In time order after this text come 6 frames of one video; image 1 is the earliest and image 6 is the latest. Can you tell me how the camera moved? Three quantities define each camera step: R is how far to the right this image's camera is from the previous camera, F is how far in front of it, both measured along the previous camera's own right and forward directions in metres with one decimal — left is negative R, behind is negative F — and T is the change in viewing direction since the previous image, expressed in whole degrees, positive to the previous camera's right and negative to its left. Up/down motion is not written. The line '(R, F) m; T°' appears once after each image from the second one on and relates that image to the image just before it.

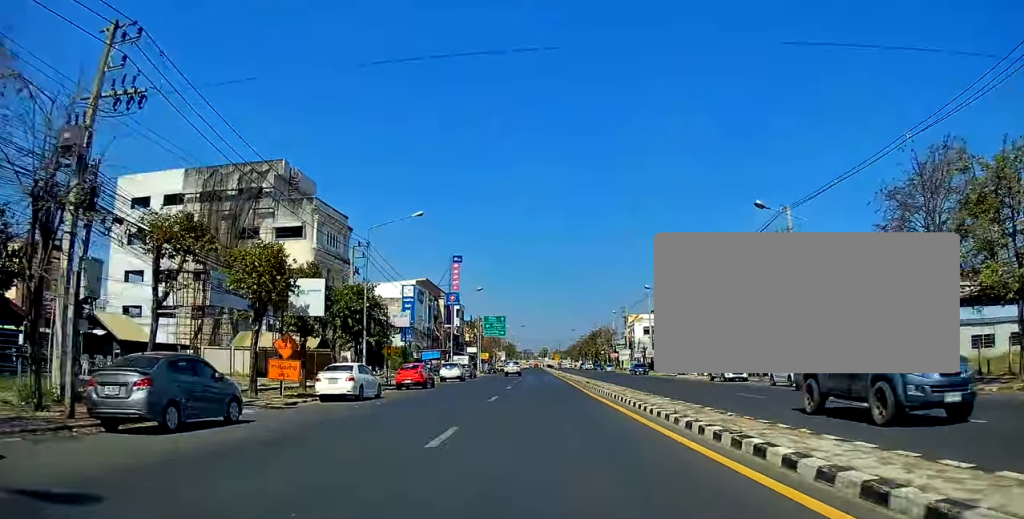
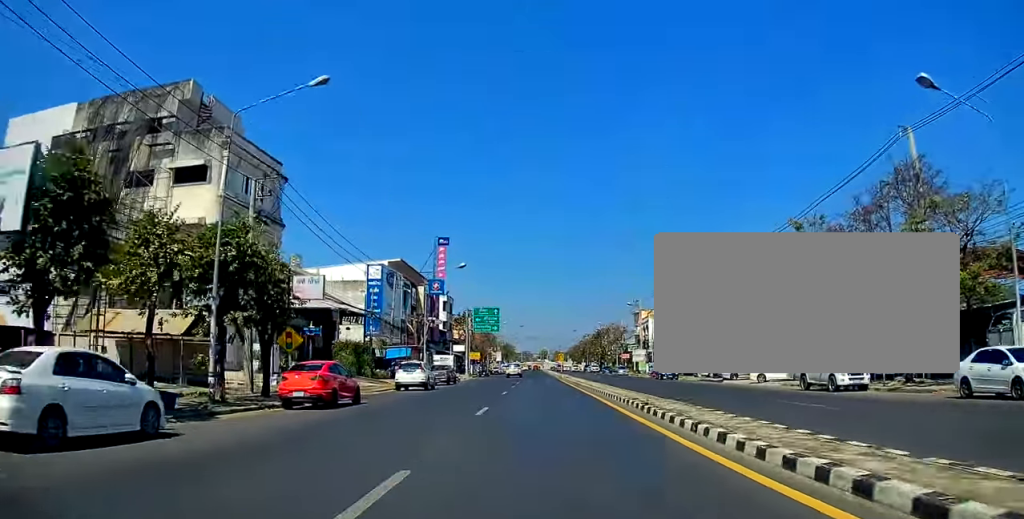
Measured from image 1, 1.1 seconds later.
(-0.1, +17.5) m; 0°
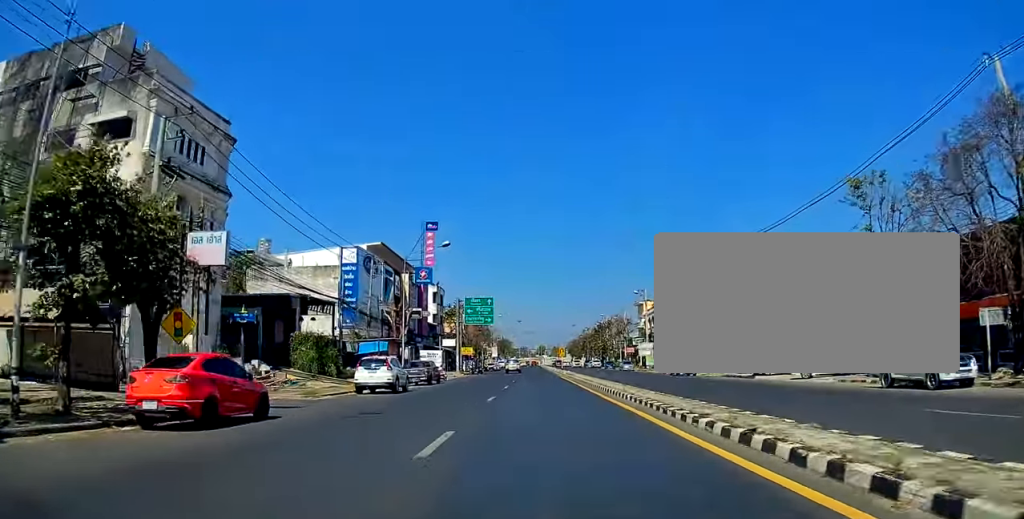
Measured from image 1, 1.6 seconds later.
(0.0, +8.2) m; 0°
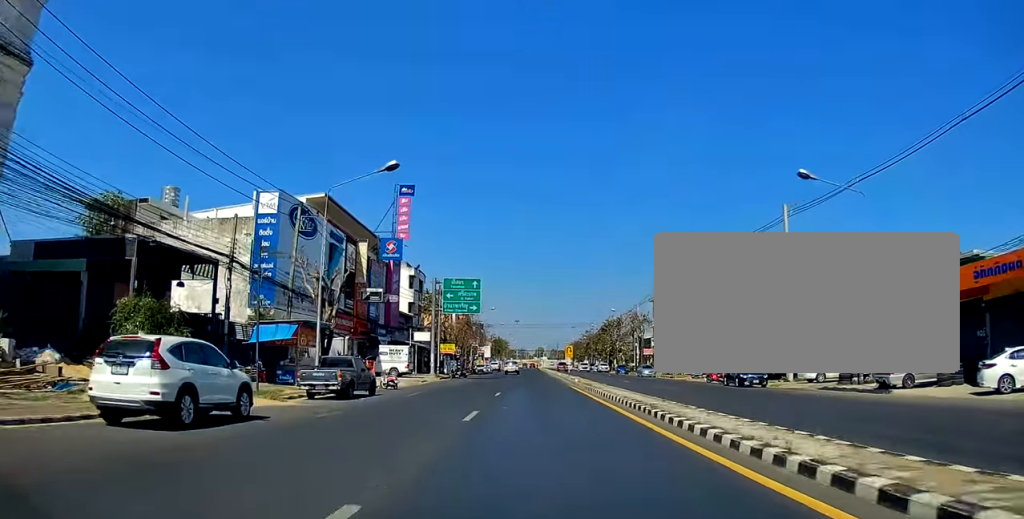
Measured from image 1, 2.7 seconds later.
(-0.1, +18.6) m; -1°
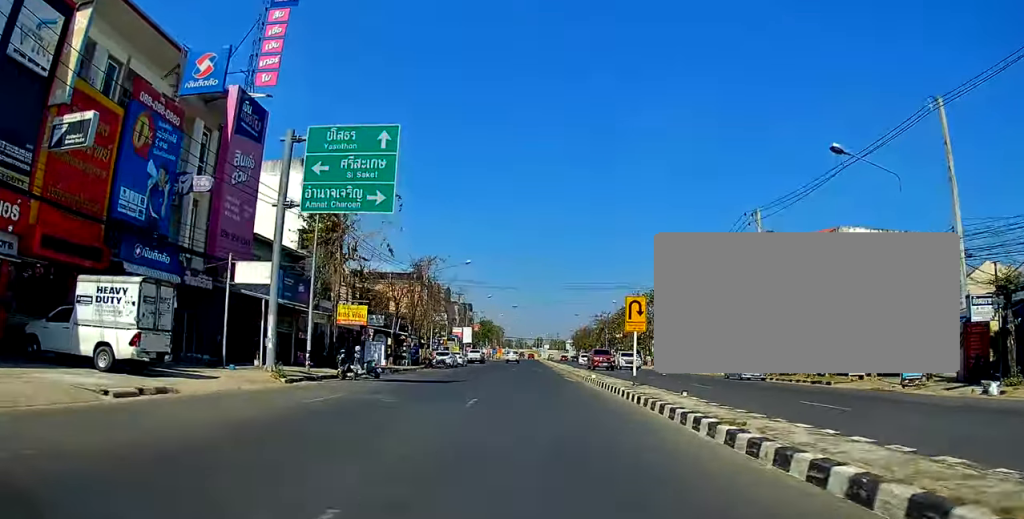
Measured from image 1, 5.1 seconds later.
(+0.7, +37.6) m; +1°
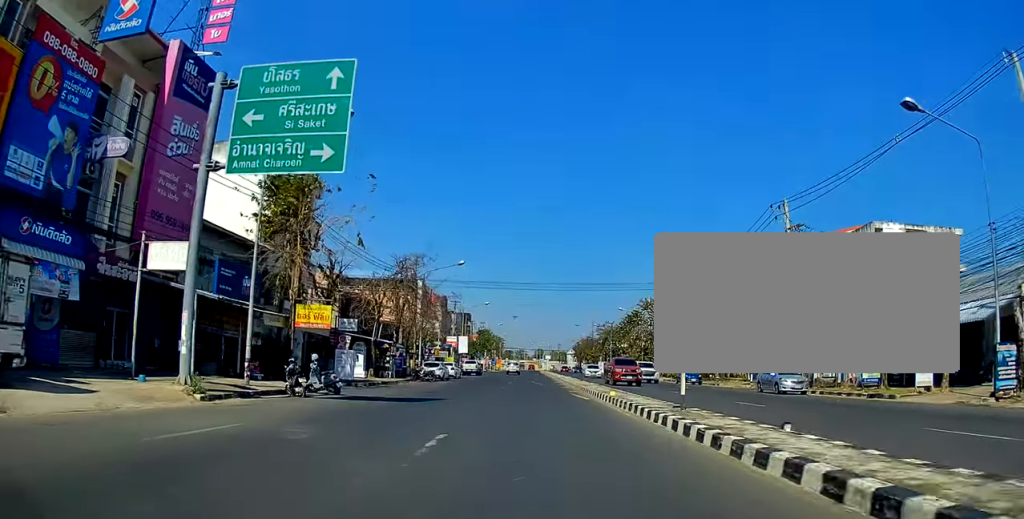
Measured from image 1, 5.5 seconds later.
(-0.2, +6.2) m; -1°
